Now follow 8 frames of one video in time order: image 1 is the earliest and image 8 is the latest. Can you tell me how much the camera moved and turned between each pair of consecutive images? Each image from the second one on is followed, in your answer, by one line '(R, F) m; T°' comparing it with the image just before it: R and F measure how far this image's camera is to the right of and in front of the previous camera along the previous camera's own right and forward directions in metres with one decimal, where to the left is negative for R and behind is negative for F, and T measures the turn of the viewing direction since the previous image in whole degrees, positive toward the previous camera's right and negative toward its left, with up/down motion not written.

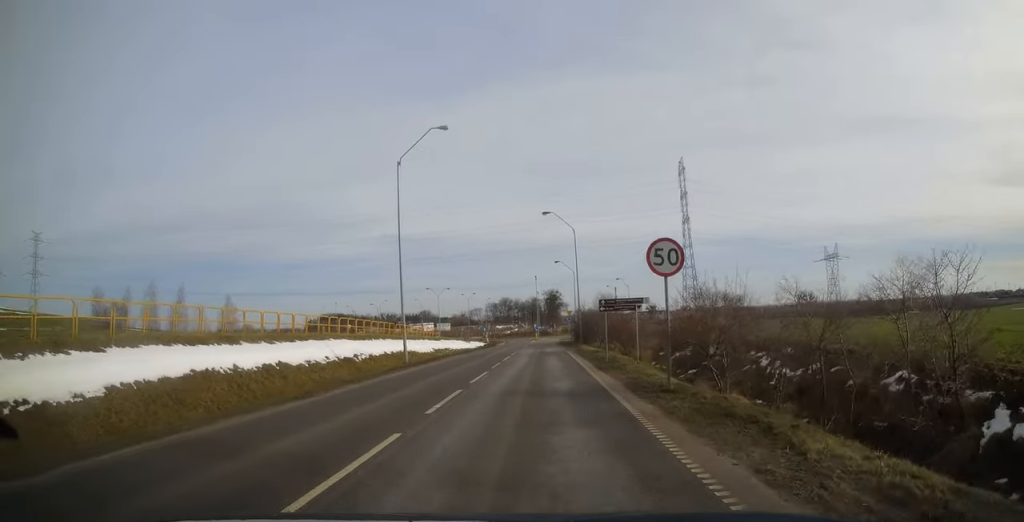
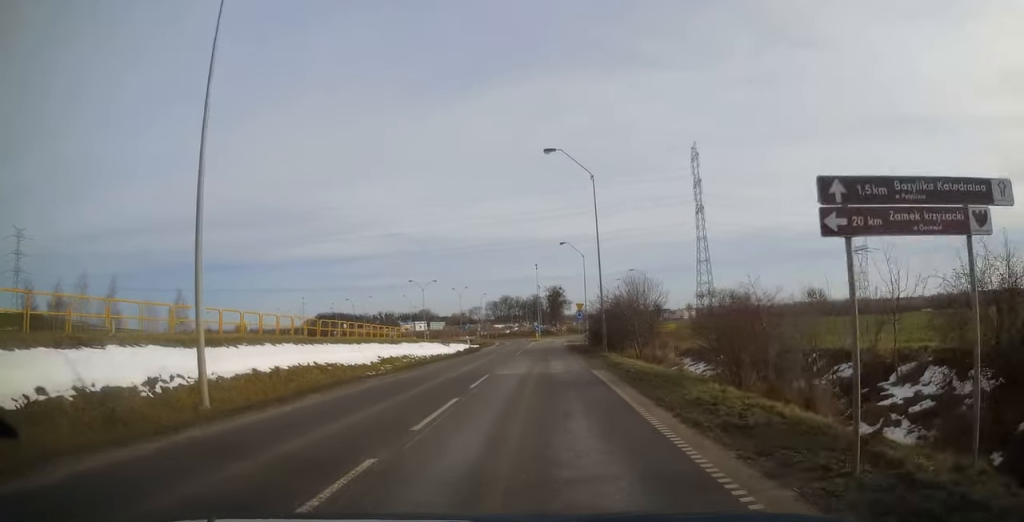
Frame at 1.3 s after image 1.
(0.0, +19.2) m; 0°
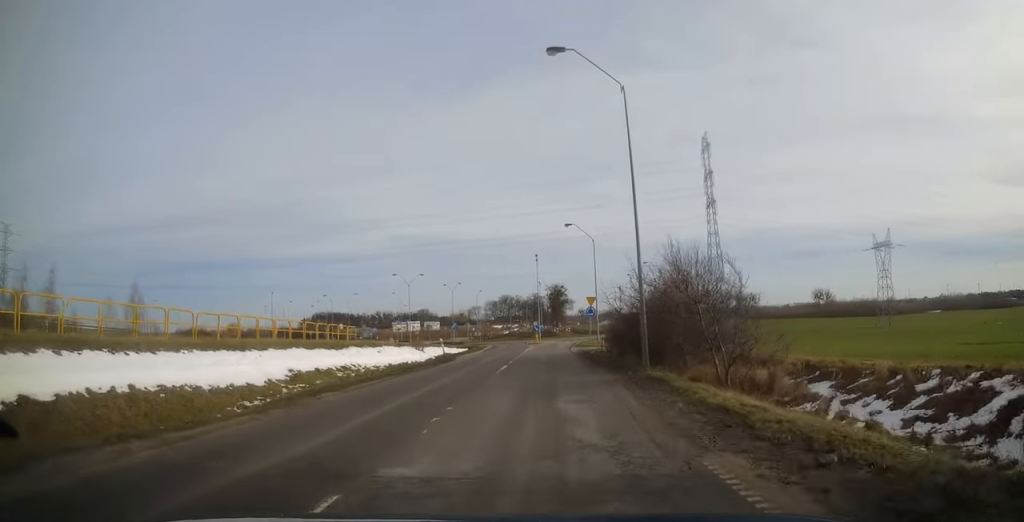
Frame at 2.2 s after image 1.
(0.0, +13.5) m; 0°
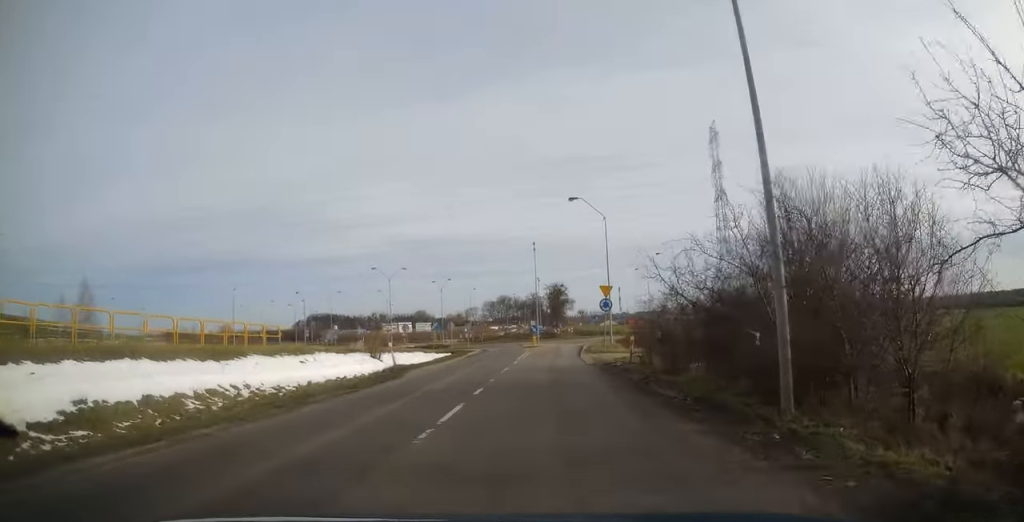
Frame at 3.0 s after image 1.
(0.0, +12.6) m; 0°
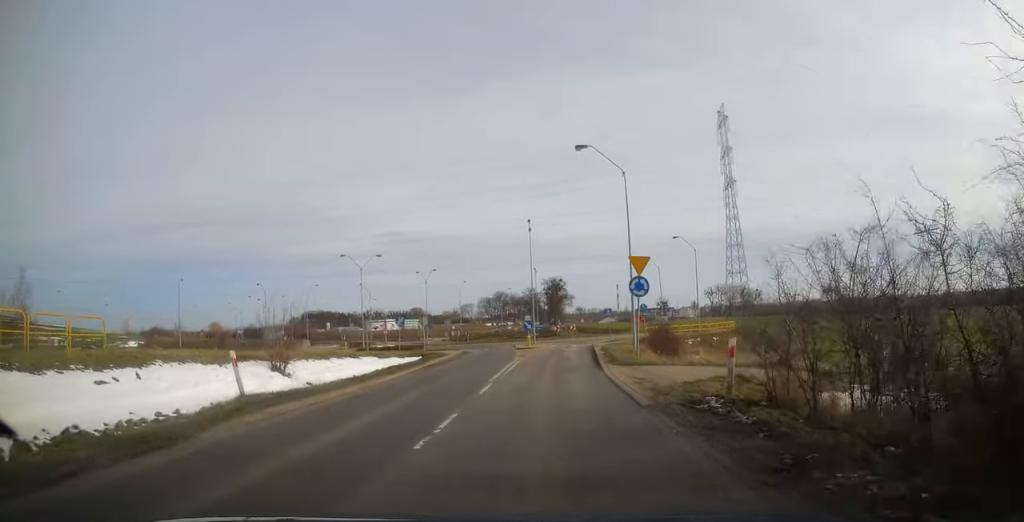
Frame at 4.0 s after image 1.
(0.0, +13.6) m; 0°
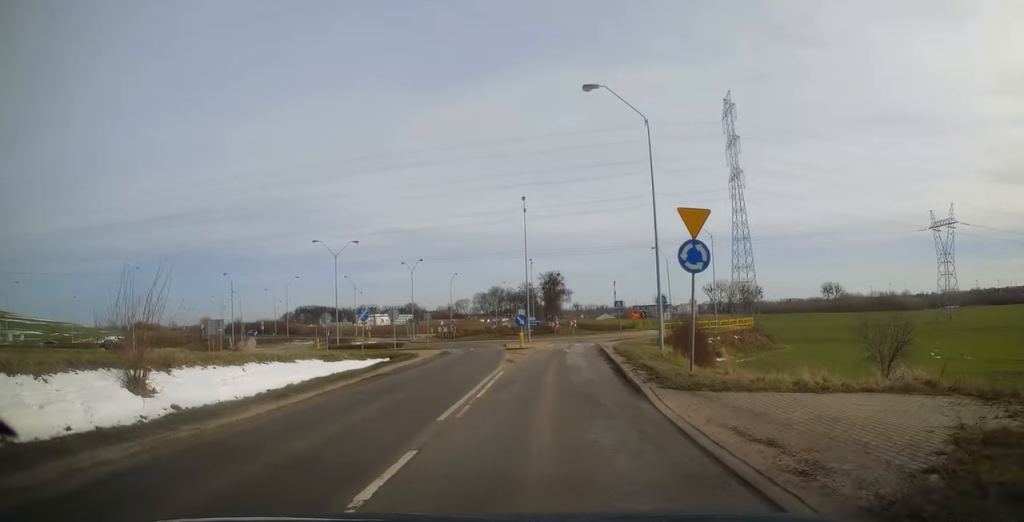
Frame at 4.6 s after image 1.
(0.0, +9.1) m; 0°
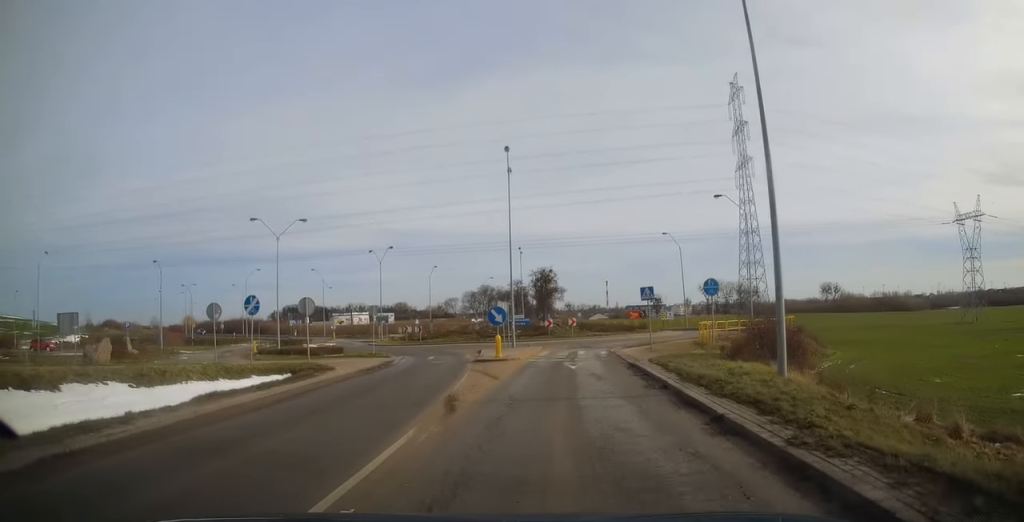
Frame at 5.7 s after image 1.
(0.0, +14.6) m; 0°
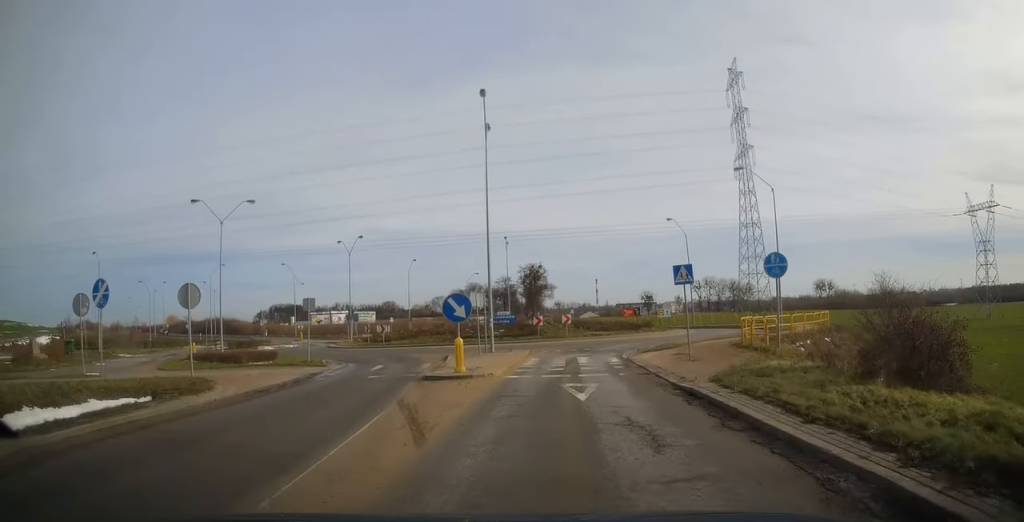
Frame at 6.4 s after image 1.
(0.0, +9.3) m; +1°
